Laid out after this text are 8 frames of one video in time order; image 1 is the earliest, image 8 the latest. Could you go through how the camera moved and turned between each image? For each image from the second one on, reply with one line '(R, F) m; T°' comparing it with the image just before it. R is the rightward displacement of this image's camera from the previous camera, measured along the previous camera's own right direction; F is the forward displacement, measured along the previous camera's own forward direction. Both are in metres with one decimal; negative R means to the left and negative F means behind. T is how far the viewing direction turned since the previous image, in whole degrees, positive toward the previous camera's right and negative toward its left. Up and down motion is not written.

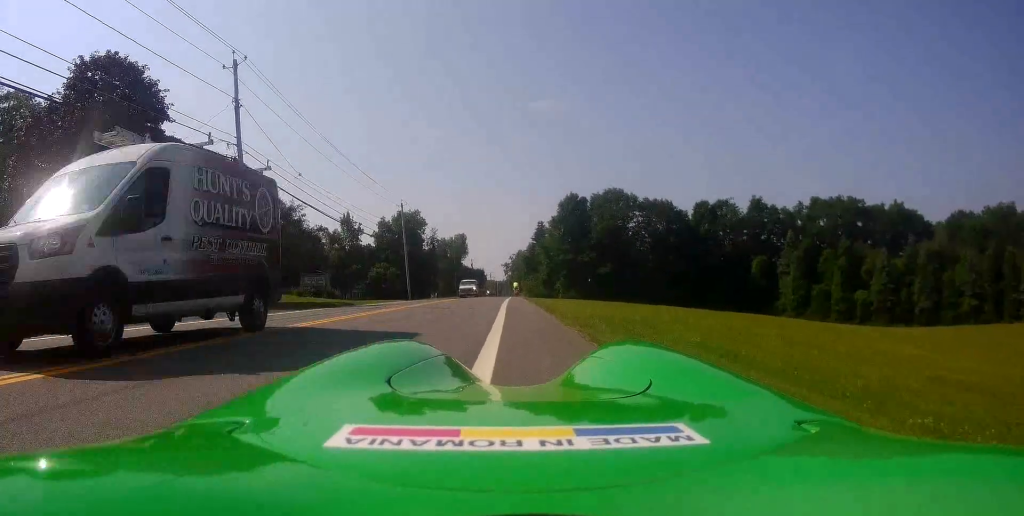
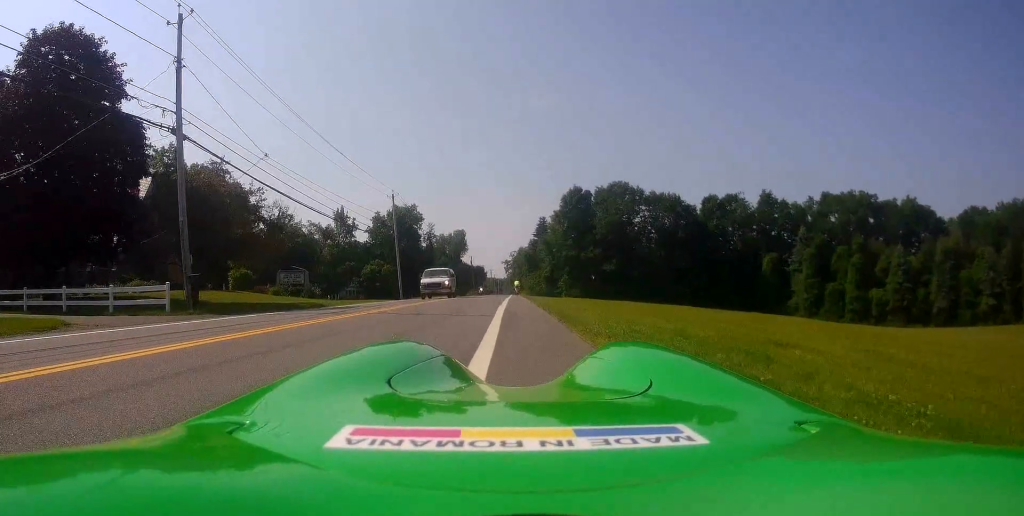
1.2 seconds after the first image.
(-0.3, +5.0) m; -3°
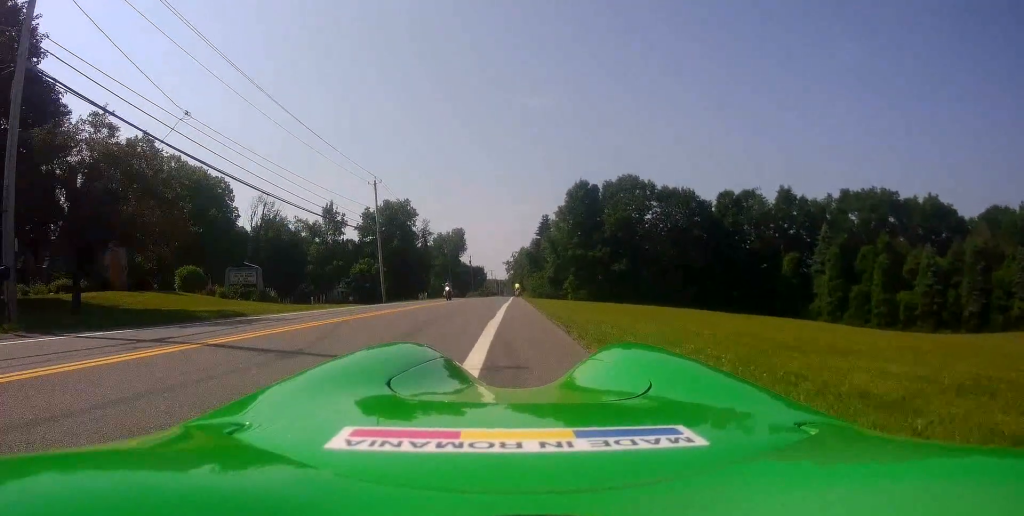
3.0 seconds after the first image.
(+0.3, +8.4) m; +5°
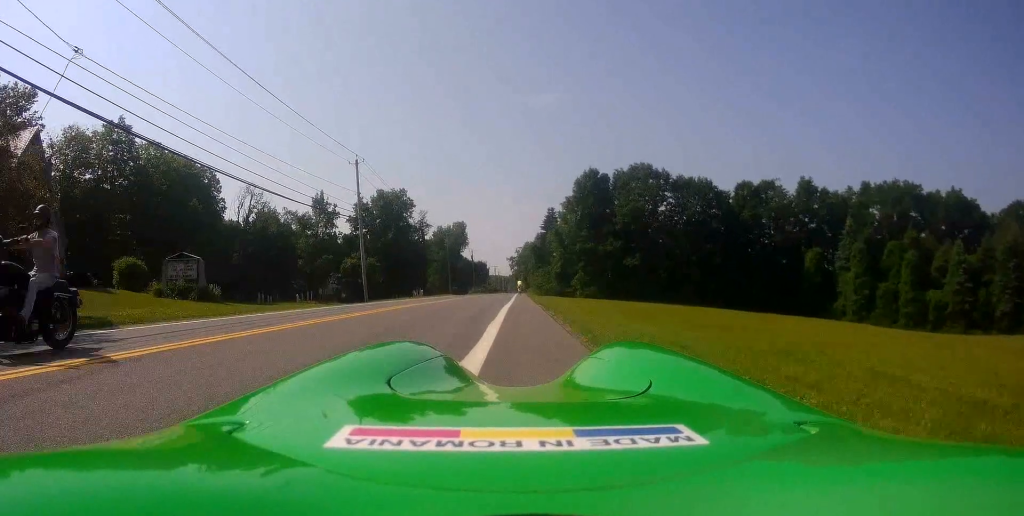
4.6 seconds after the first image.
(0.0, +7.4) m; -4°
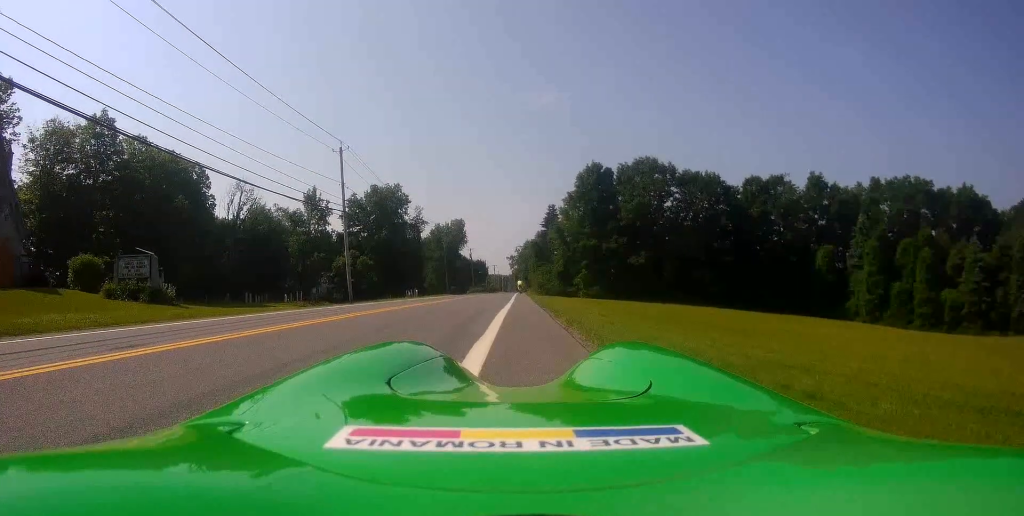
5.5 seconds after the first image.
(-0.1, +4.1) m; -1°
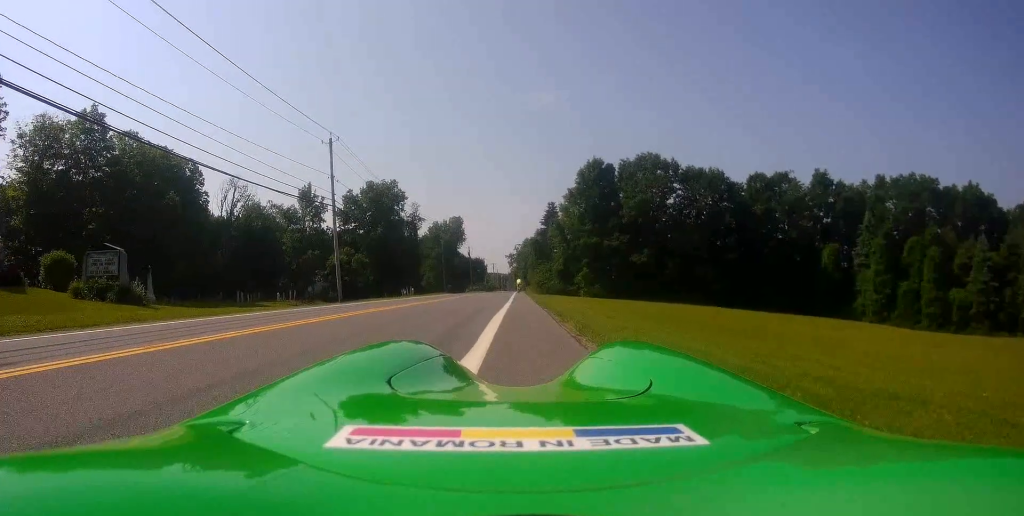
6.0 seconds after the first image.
(0.0, +2.2) m; 0°
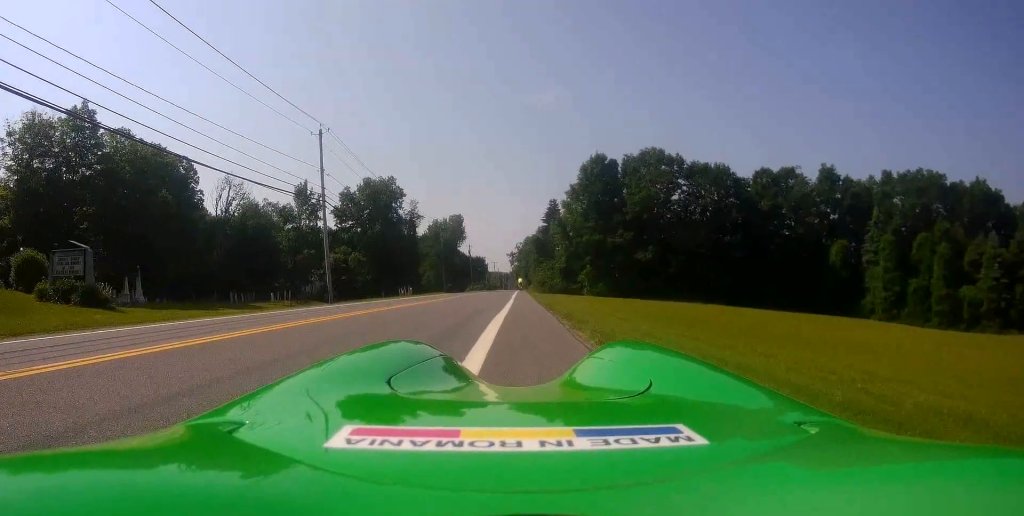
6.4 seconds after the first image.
(0.0, +2.2) m; 0°
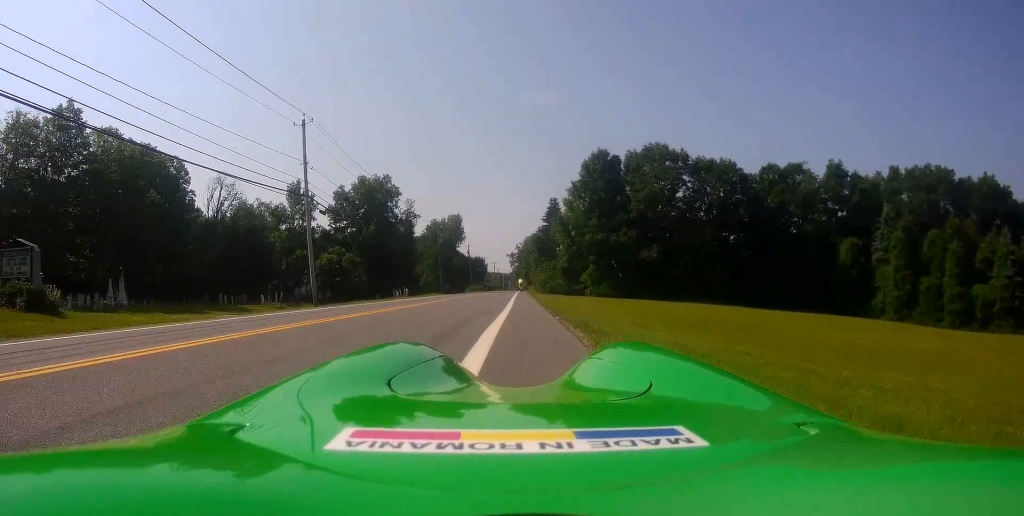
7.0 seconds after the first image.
(0.0, +3.0) m; 0°
